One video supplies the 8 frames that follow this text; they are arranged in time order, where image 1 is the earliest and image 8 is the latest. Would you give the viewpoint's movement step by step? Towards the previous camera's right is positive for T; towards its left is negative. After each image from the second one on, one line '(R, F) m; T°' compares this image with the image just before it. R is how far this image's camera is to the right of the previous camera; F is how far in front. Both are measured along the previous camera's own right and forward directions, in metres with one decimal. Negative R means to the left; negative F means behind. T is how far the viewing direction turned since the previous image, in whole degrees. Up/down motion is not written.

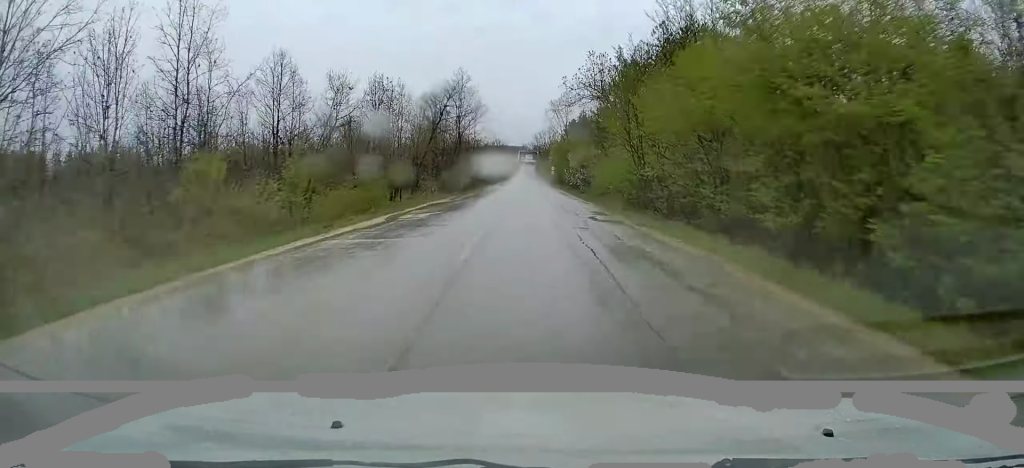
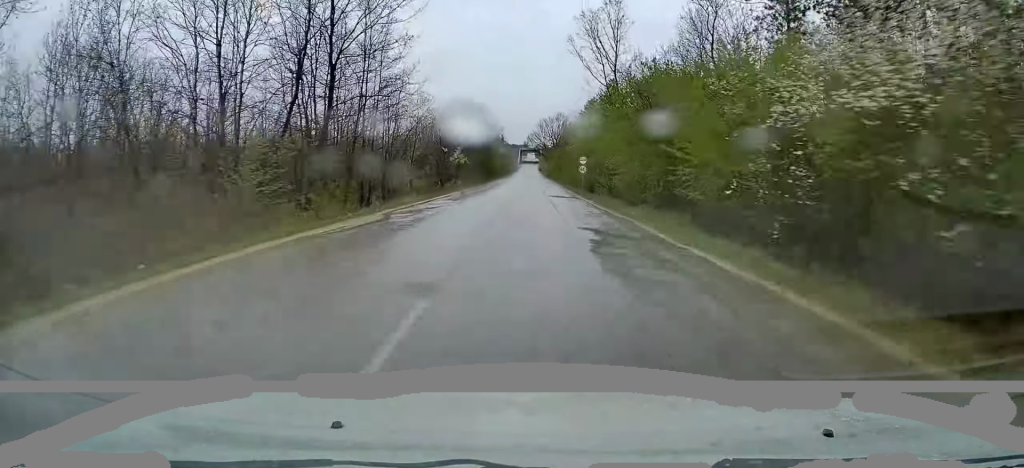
(+0.6, +49.5) m; +1°
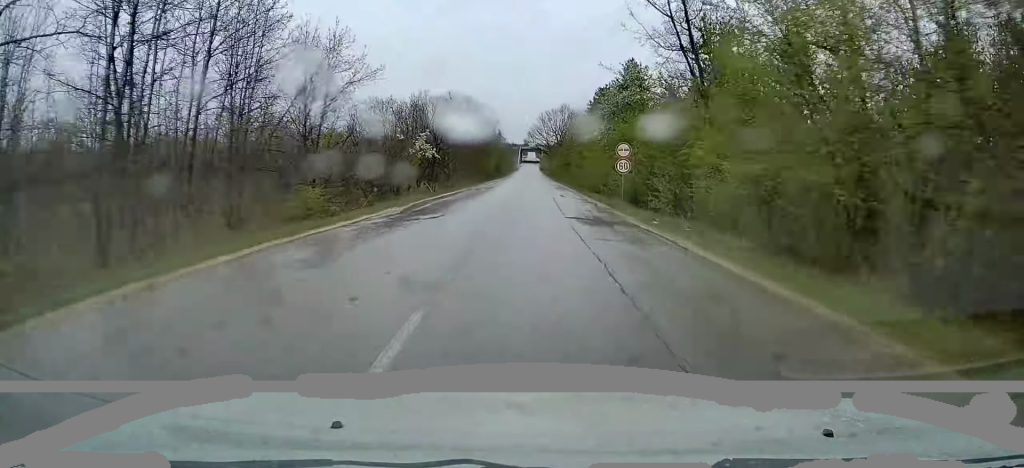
(0.0, +18.4) m; 0°
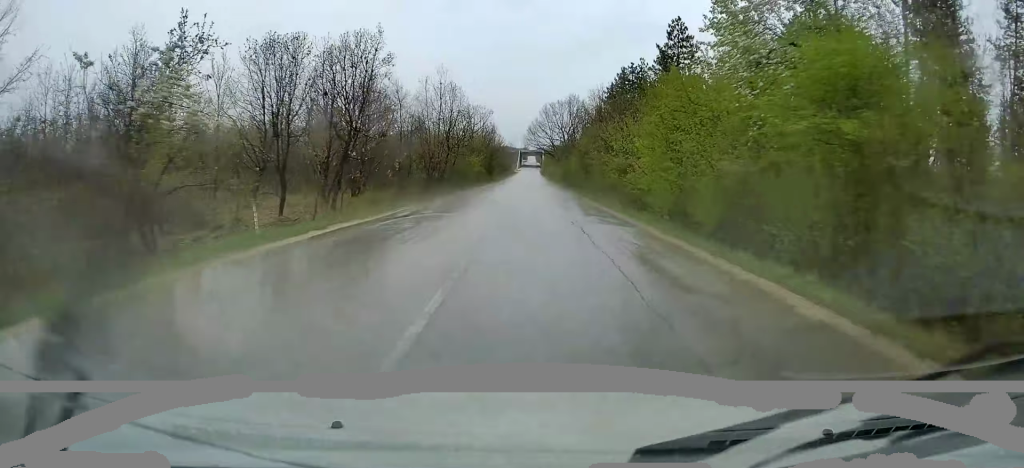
(-0.1, +25.3) m; -1°
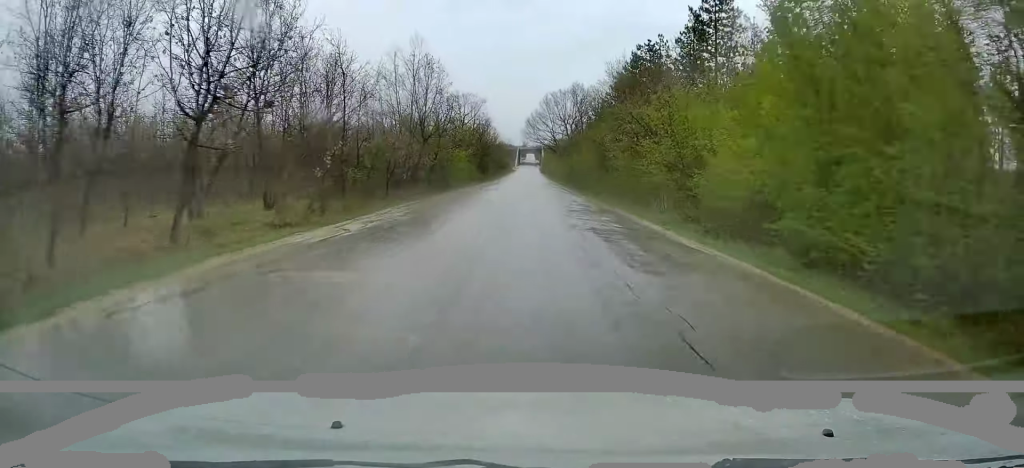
(-0.1, +12.4) m; 0°
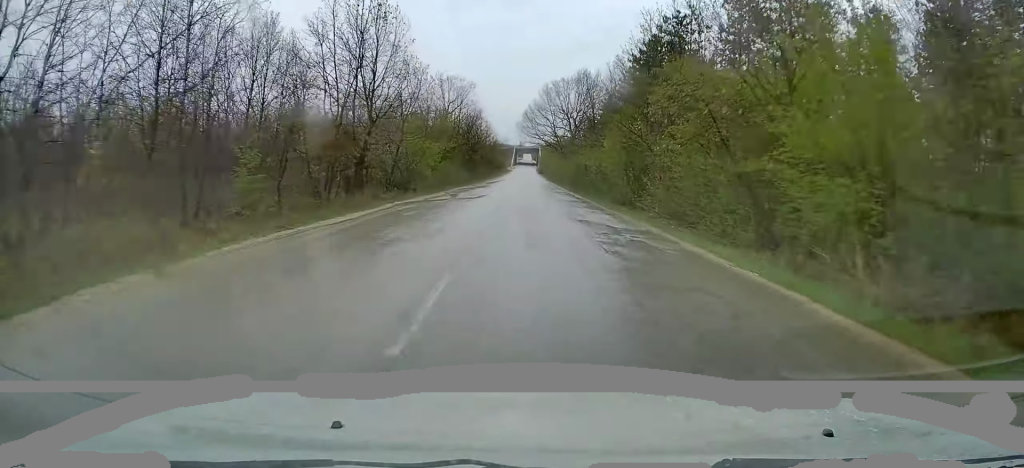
(0.0, +13.6) m; 0°
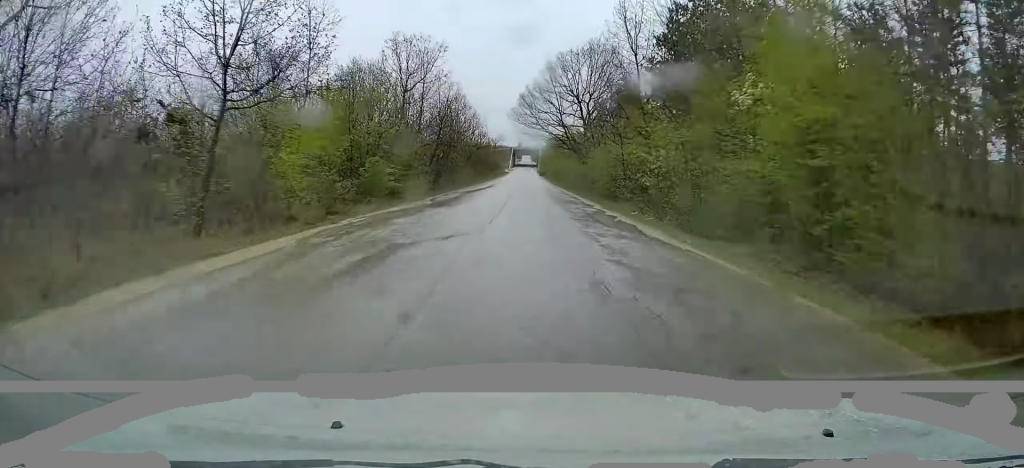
(+0.1, +21.7) m; +1°
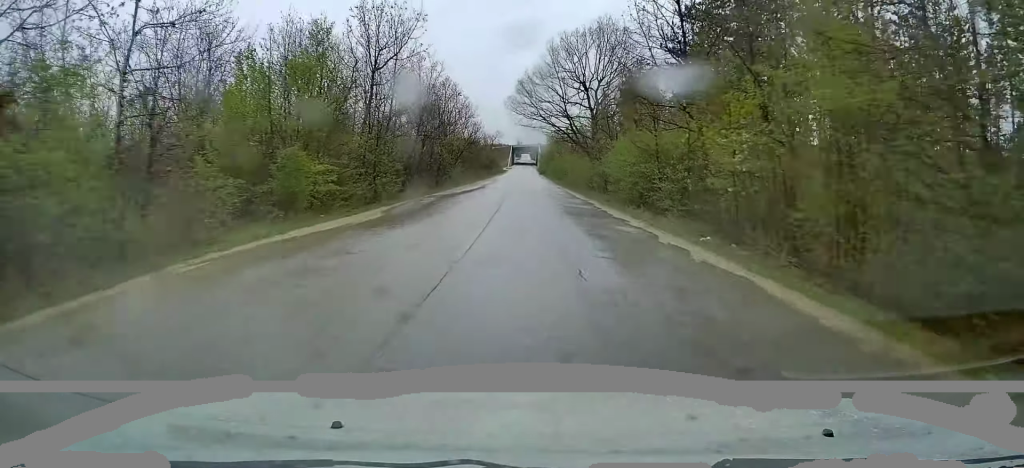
(0.0, +8.9) m; 0°
